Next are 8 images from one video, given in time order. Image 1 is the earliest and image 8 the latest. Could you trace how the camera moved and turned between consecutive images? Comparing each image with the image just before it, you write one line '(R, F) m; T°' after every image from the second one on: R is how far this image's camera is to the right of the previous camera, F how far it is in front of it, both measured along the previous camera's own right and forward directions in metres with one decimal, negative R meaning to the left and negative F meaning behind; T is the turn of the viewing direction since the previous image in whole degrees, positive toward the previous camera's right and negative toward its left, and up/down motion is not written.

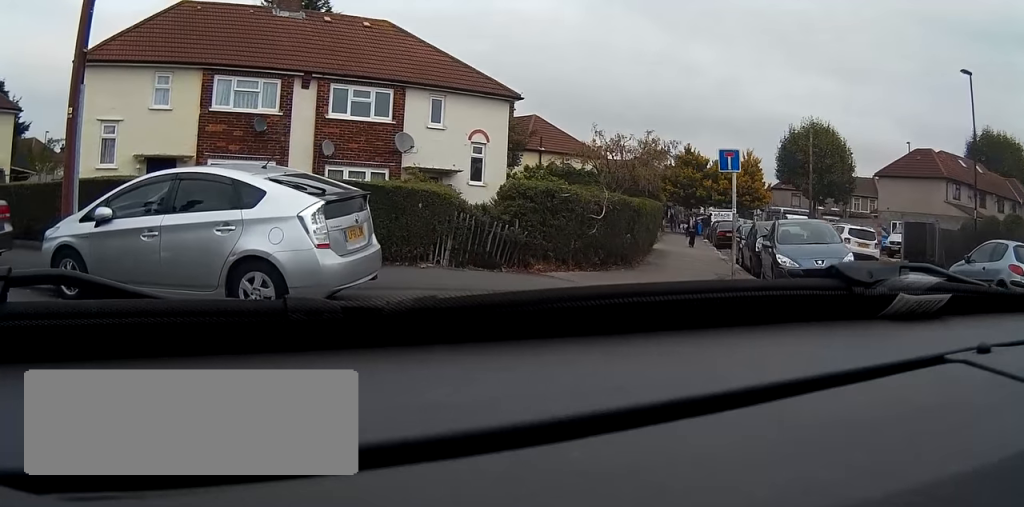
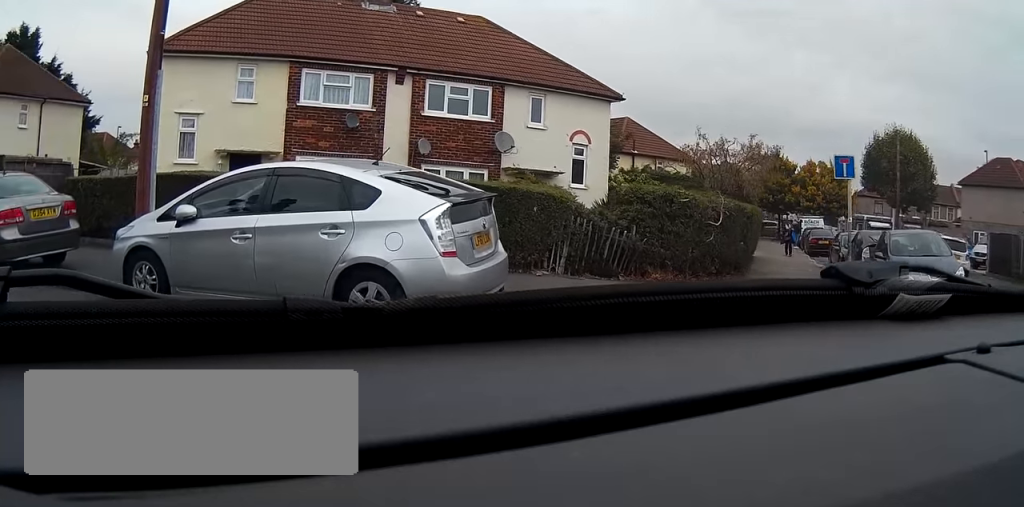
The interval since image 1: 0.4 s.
(-0.1, +0.9) m; -7°
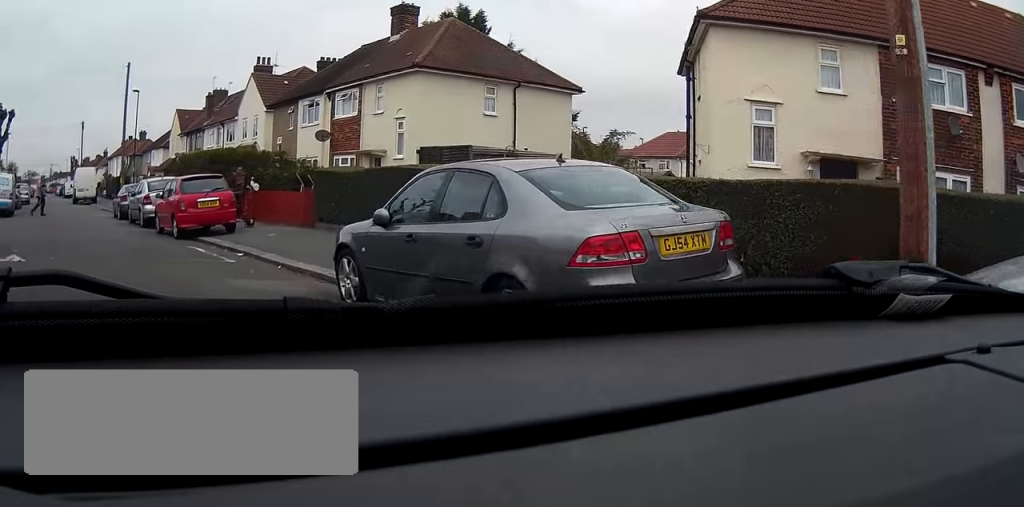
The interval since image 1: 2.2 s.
(-1.1, +5.2) m; -21°
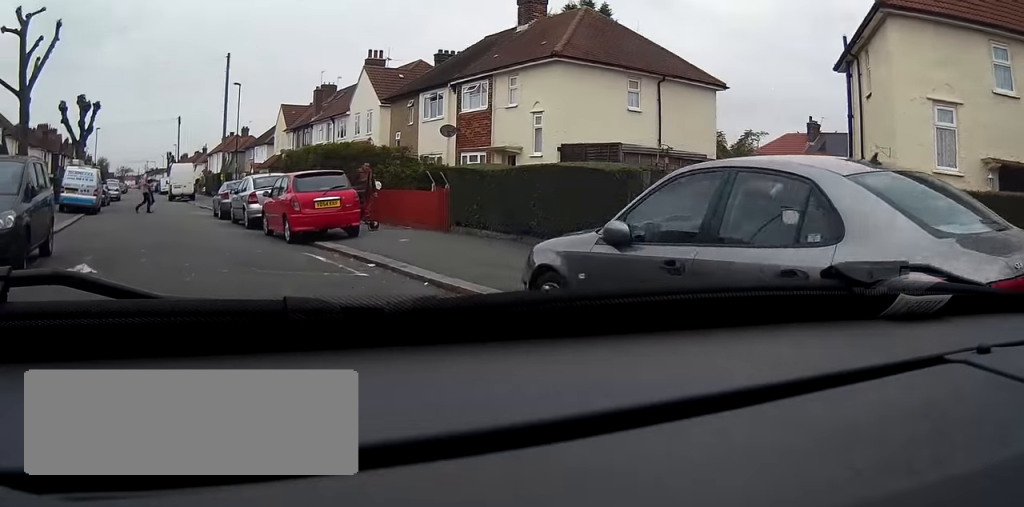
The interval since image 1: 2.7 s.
(-0.2, +2.1) m; -4°
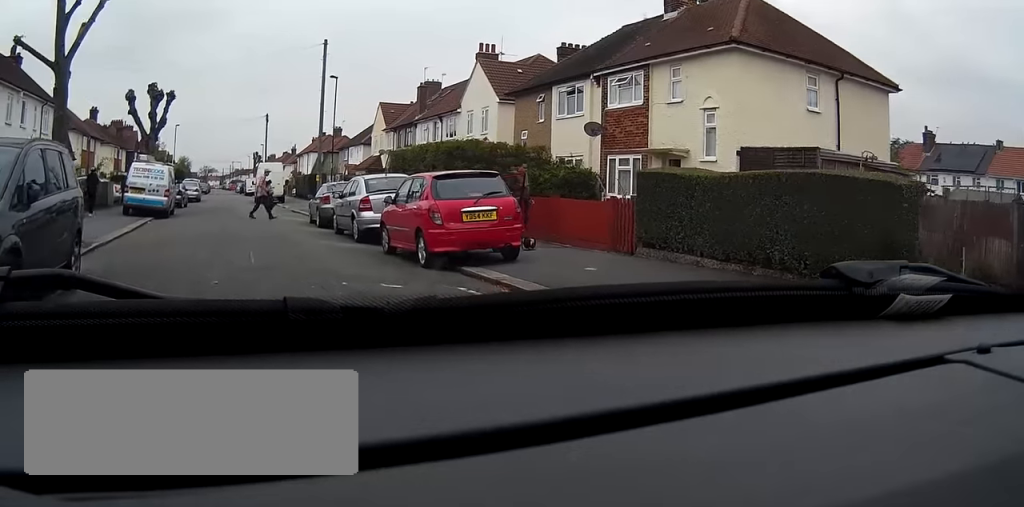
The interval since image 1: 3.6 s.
(-0.2, +4.0) m; -6°
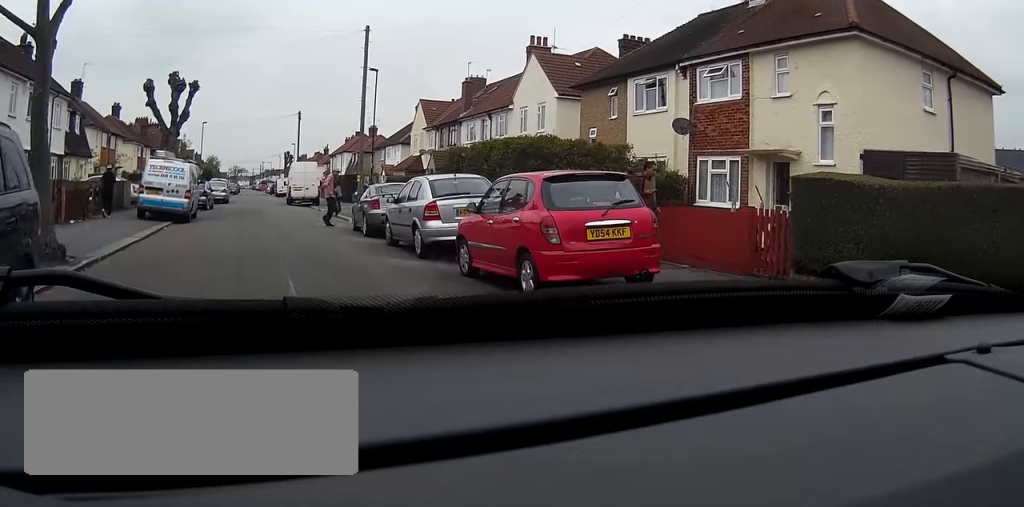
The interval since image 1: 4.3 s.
(-0.1, +3.3) m; -3°
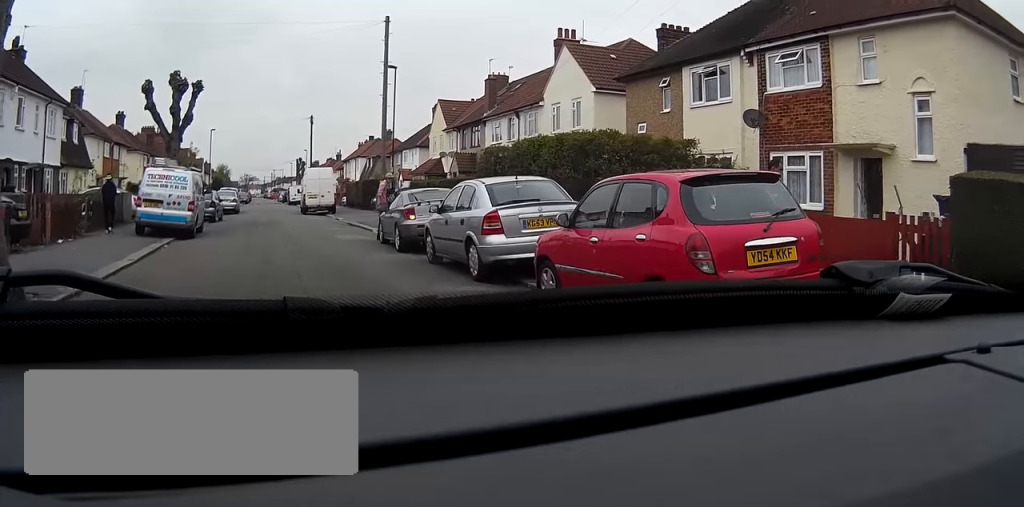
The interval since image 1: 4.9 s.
(-0.1, +2.7) m; -2°
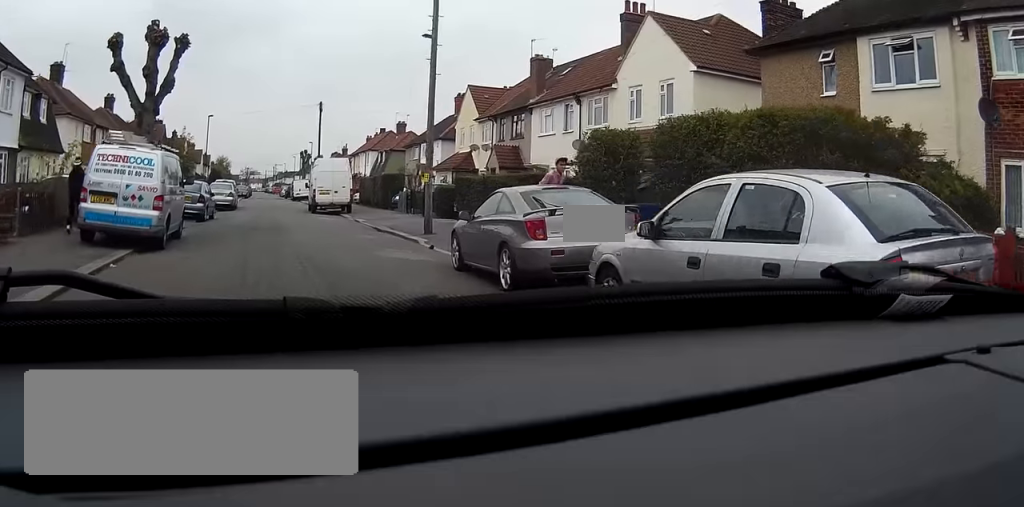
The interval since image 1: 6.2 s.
(-0.1, +6.9) m; -1°
